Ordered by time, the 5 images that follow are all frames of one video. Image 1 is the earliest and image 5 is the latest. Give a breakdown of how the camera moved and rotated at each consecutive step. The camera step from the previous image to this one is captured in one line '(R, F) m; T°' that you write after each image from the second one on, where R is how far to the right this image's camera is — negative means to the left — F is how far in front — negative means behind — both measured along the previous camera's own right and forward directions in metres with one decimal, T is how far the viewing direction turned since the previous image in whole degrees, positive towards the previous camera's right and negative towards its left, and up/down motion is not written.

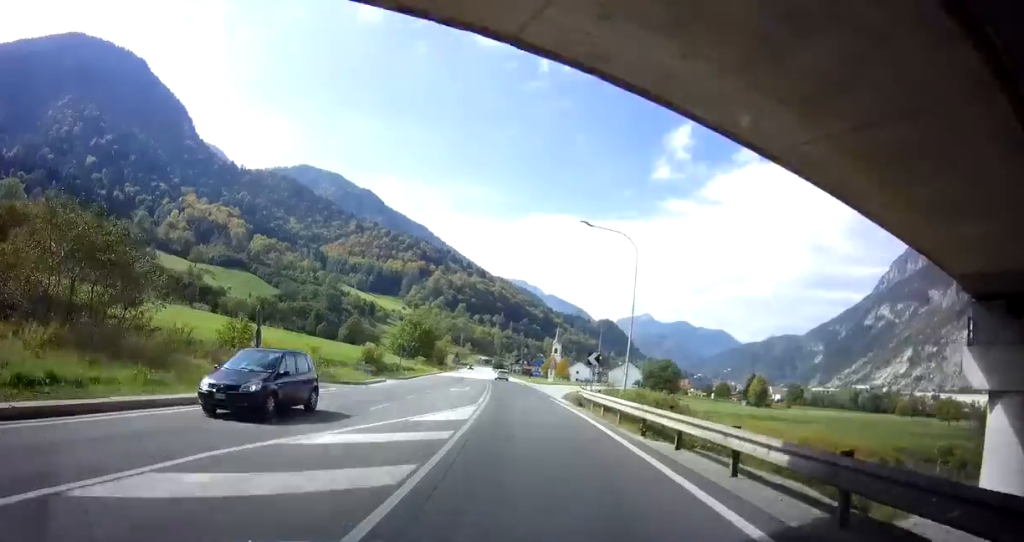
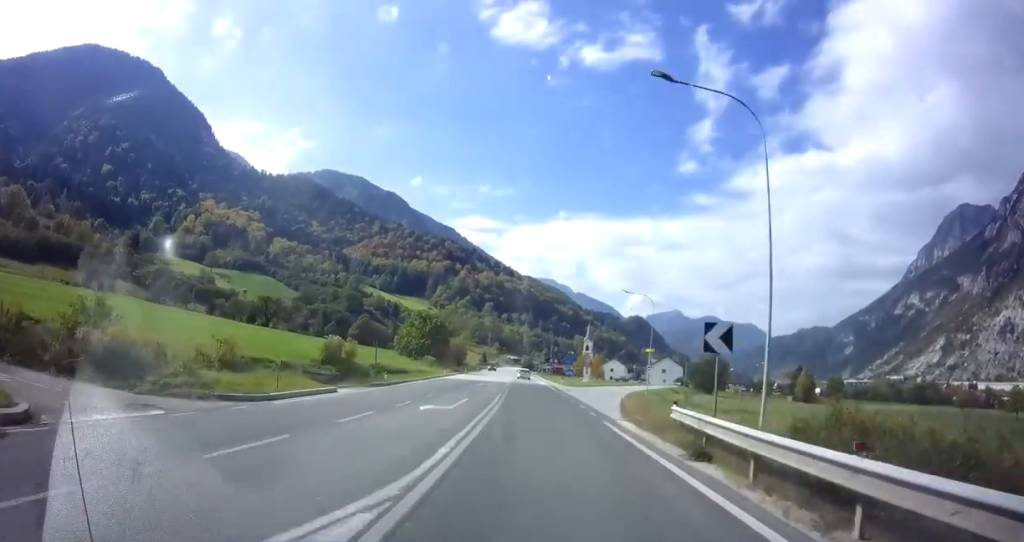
(+0.1, +15.8) m; -2°
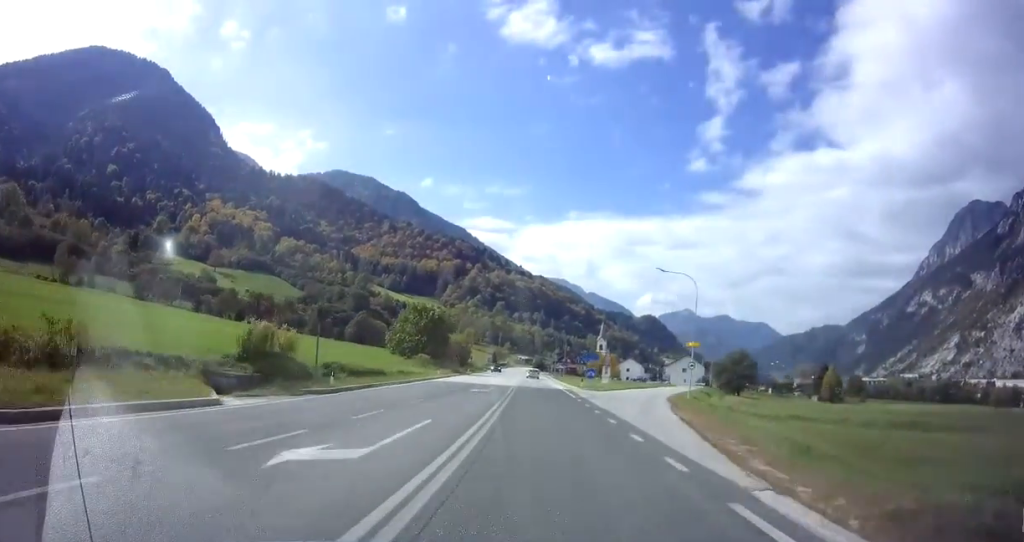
(-0.5, +10.9) m; -1°
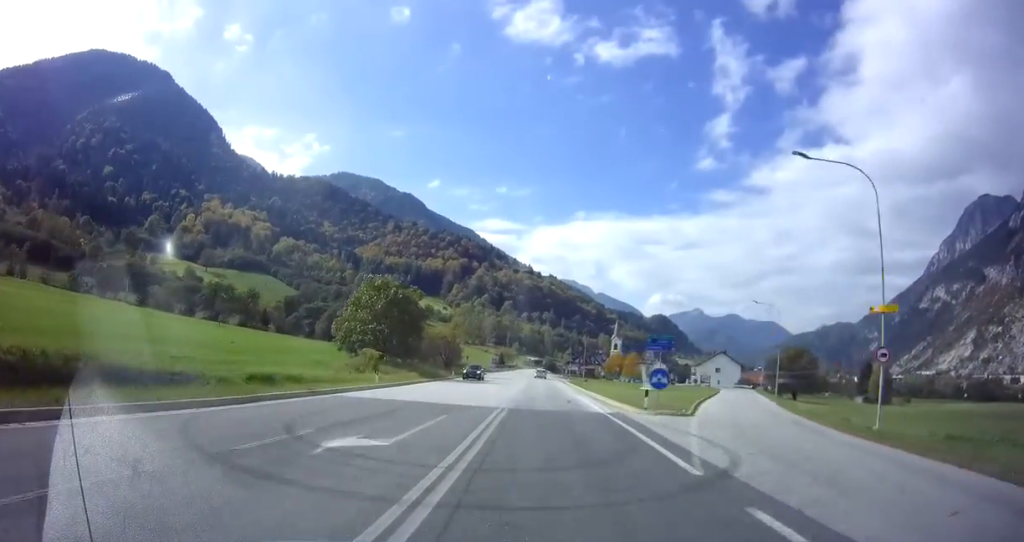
(-0.5, +22.7) m; -1°
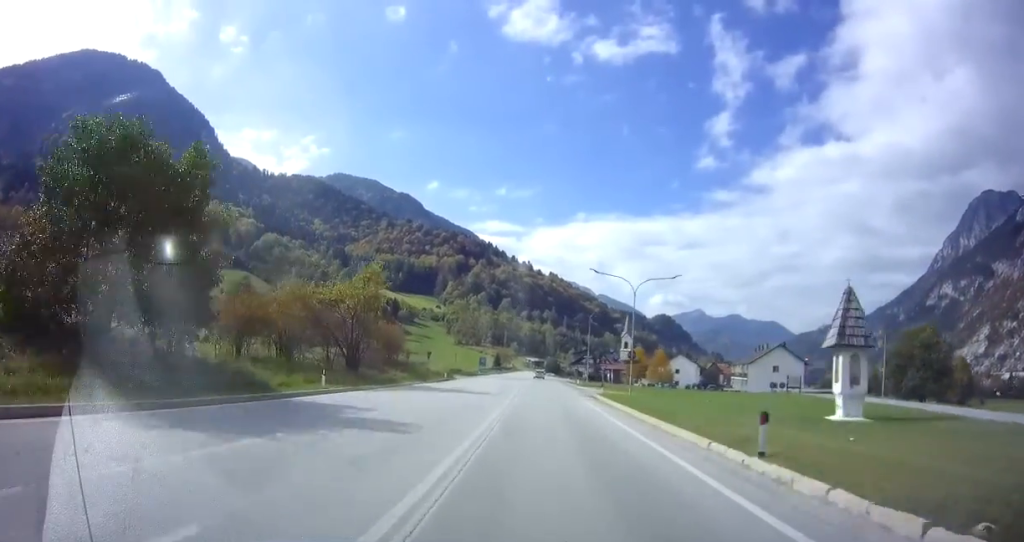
(+0.1, +35.7) m; 0°
